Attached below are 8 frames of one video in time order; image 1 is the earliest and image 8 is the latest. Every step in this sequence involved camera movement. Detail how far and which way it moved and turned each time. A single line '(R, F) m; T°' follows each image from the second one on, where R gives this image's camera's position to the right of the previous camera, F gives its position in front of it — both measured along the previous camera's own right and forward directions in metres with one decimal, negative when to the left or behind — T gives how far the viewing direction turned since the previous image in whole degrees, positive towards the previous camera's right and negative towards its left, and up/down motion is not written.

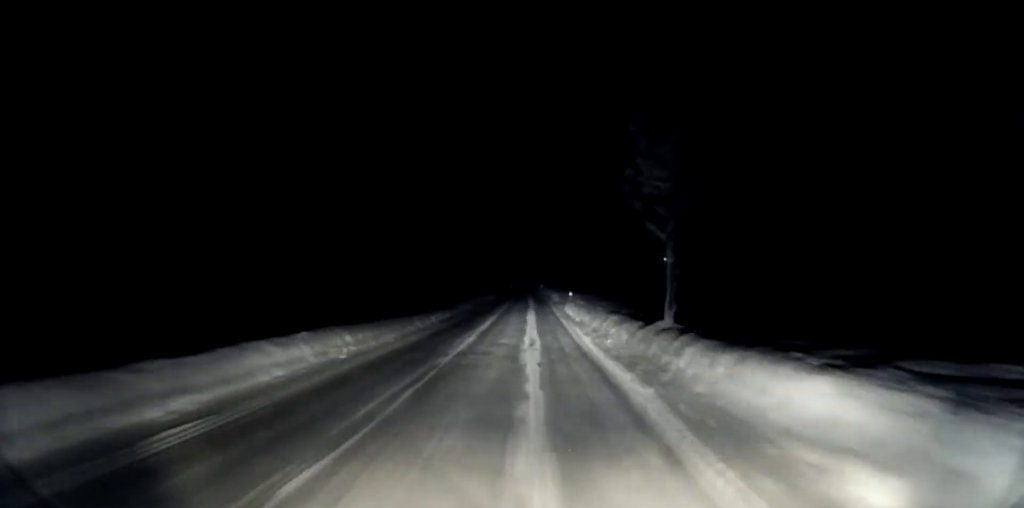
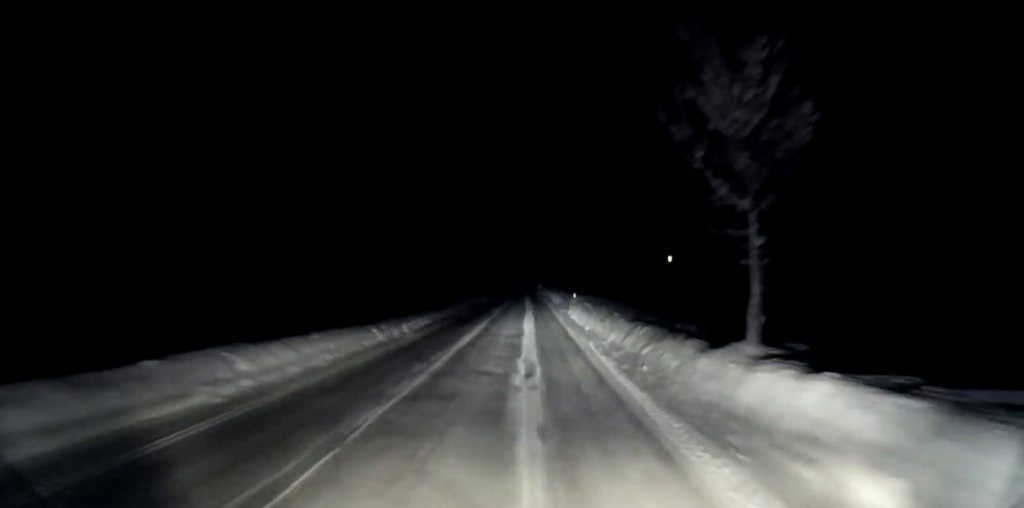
(0.0, +5.4) m; 0°
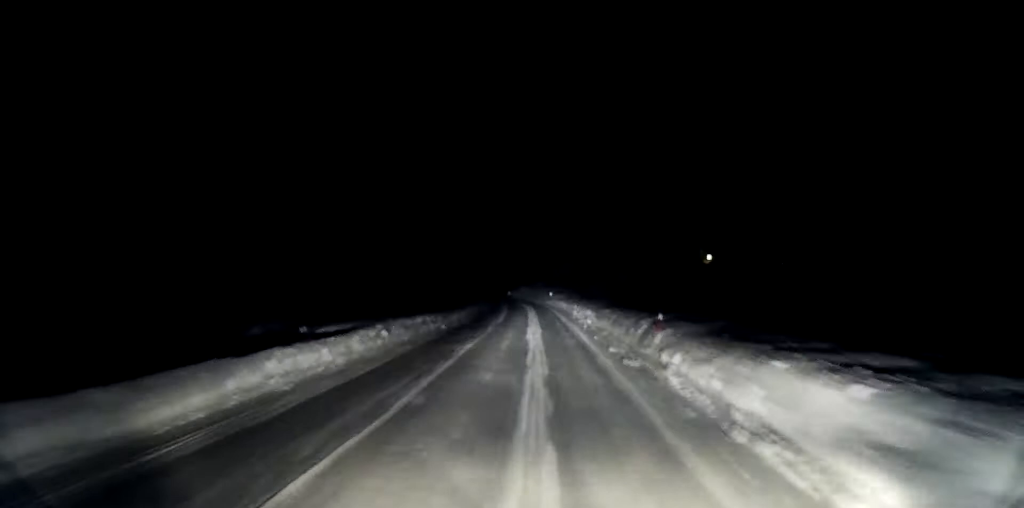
(+0.1, +22.2) m; 0°
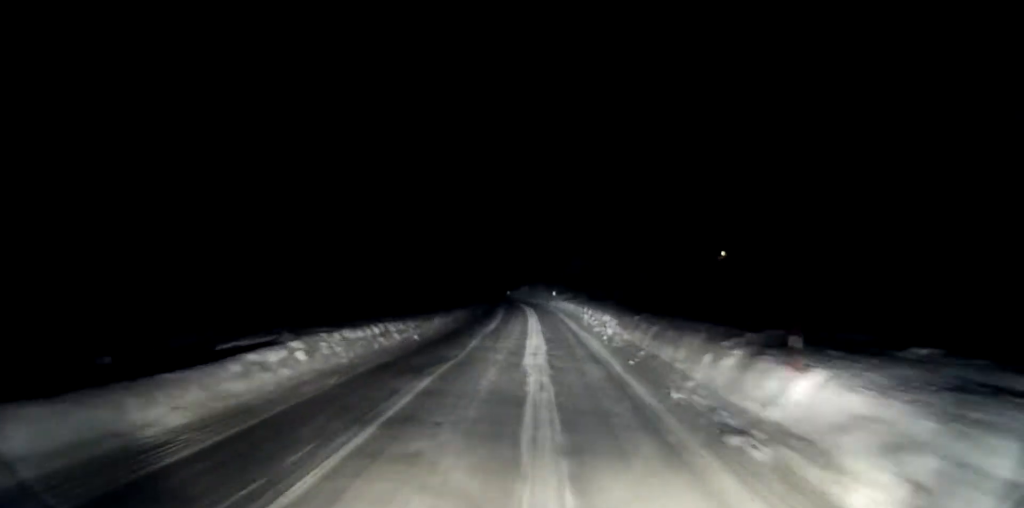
(0.0, +6.7) m; 0°
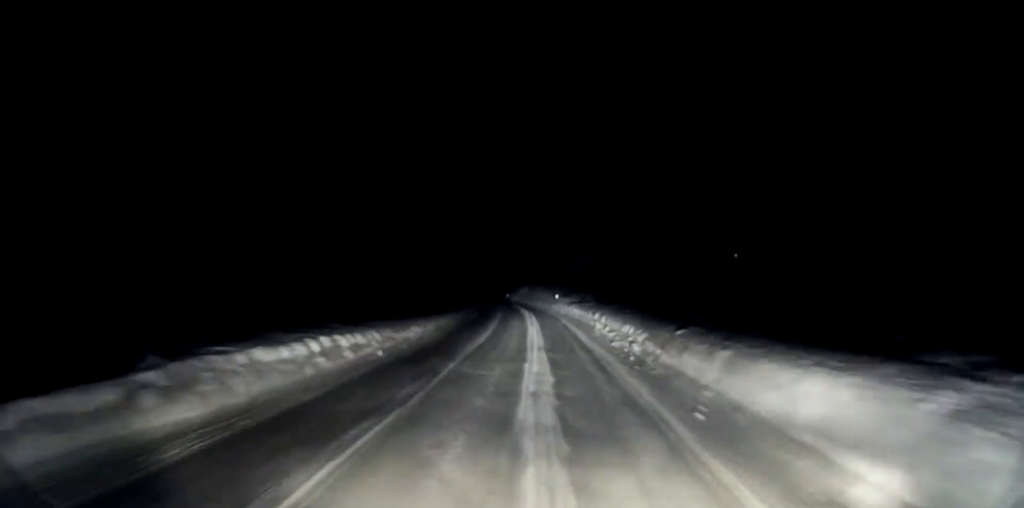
(0.0, +5.0) m; 0°
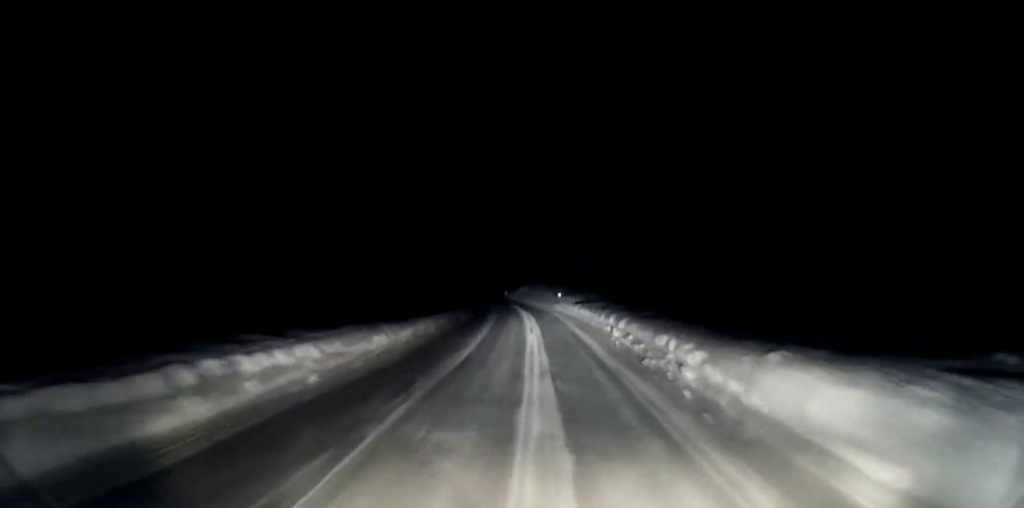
(0.0, +5.0) m; 0°
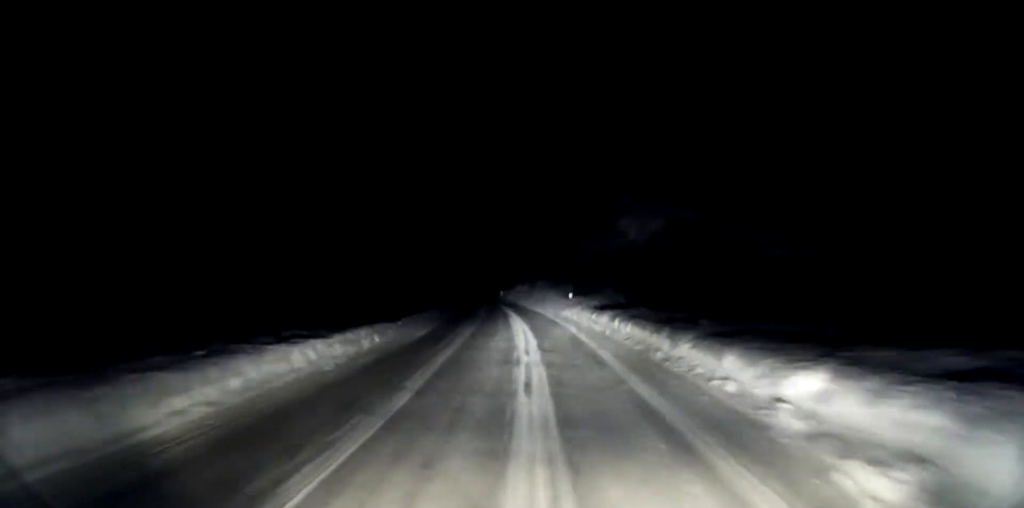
(0.0, +12.6) m; 0°
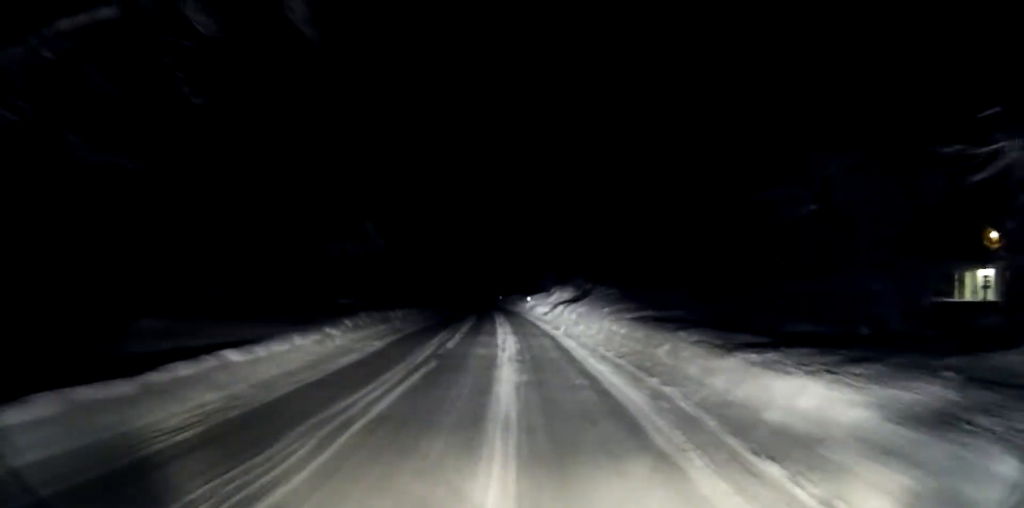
(-0.3, +29.4) m; -2°
